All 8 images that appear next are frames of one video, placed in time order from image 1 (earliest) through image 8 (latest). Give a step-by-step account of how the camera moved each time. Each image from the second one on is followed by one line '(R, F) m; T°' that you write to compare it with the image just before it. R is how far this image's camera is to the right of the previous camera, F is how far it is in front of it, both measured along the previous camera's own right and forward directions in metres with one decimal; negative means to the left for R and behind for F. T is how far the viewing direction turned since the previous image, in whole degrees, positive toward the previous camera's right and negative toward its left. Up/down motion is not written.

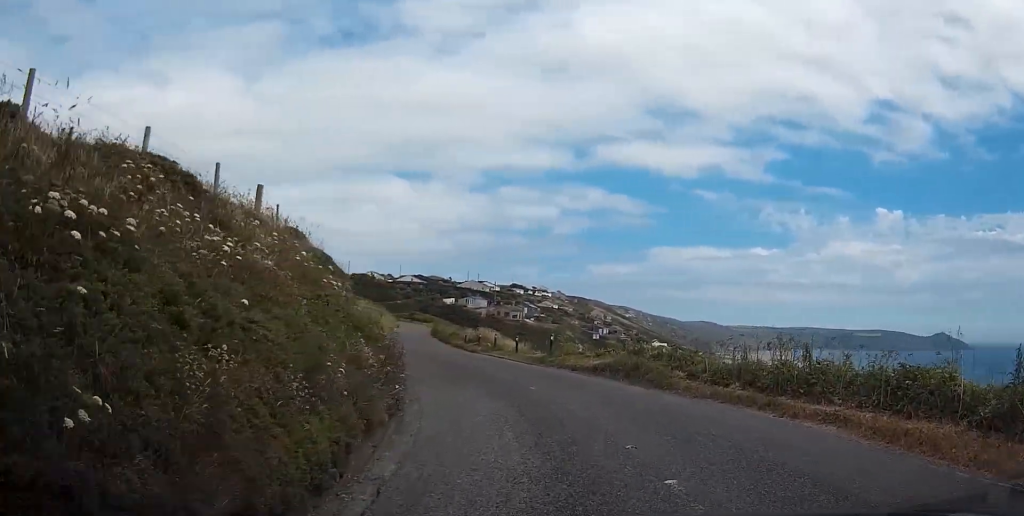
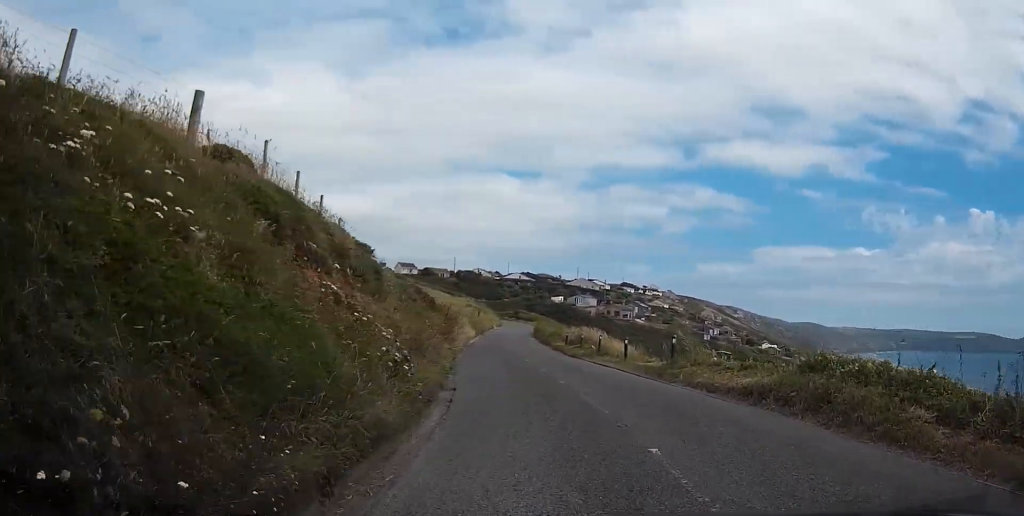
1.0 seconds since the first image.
(-0.4, +7.3) m; -7°
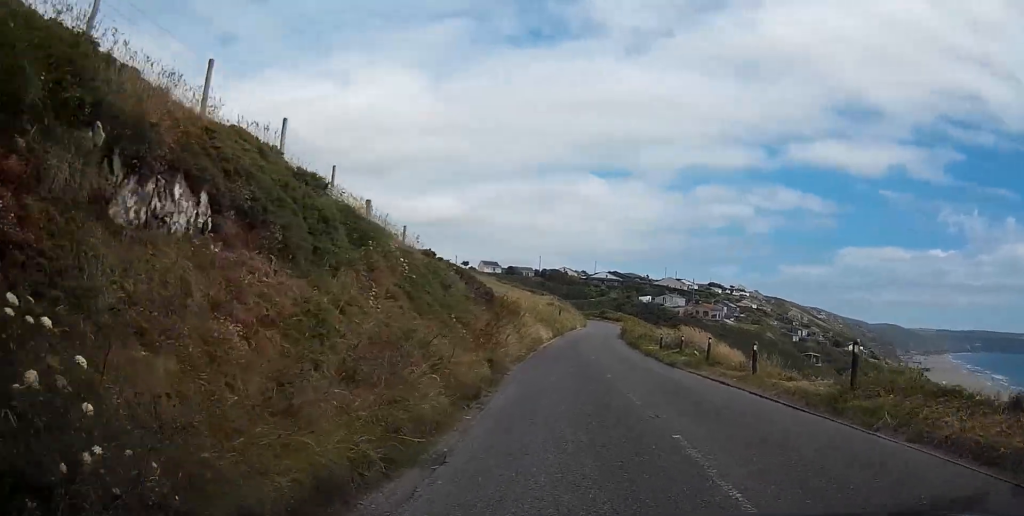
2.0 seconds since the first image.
(-0.4, +7.7) m; -5°
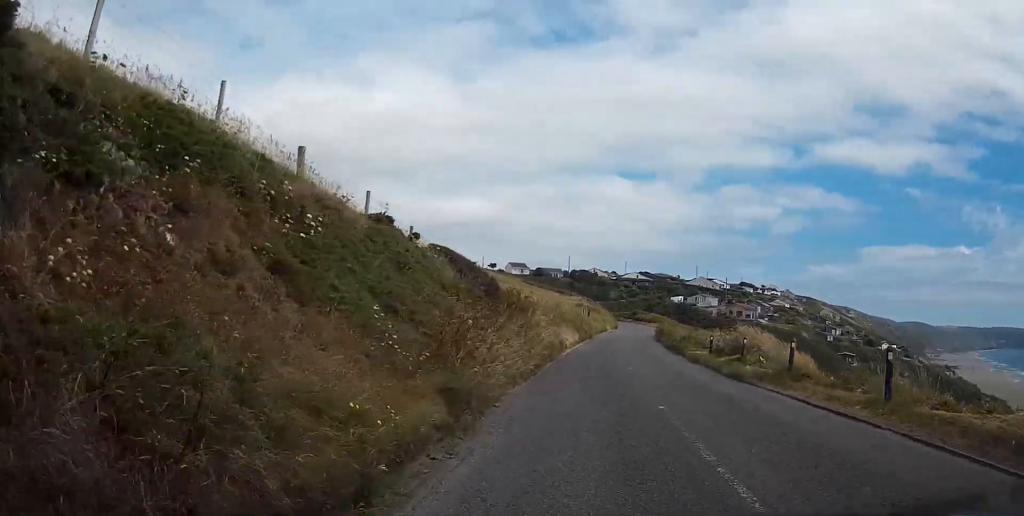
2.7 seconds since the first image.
(-0.2, +6.2) m; -2°
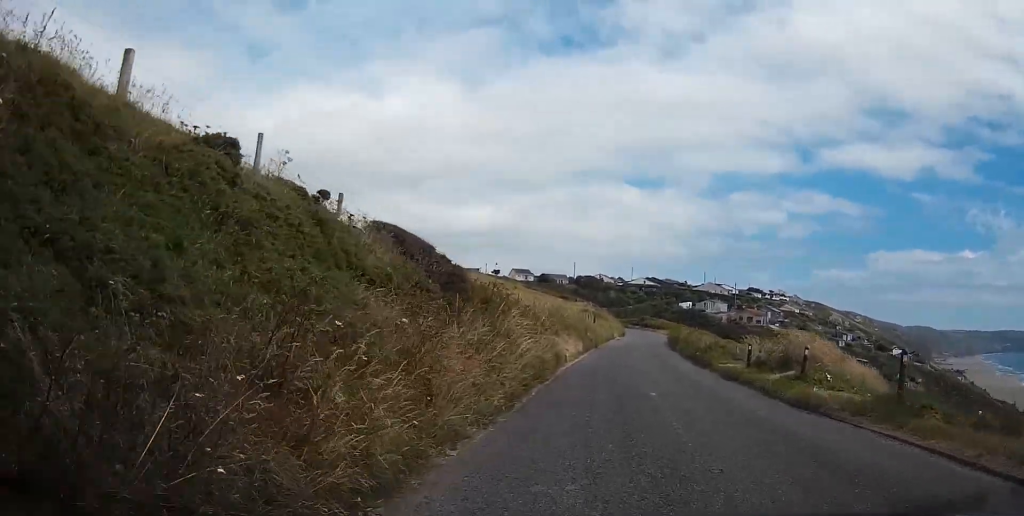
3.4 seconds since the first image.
(-0.1, +5.9) m; 0°
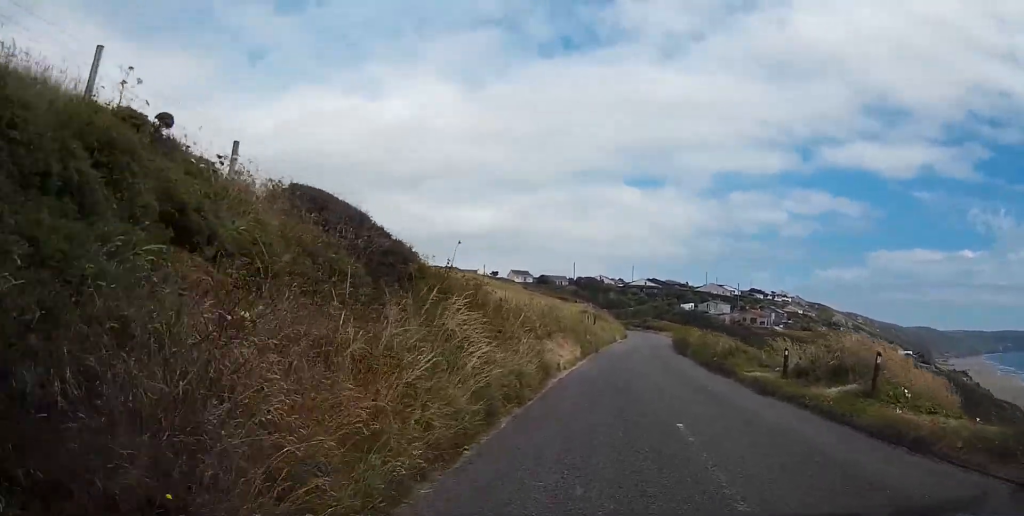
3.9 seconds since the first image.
(-0.1, +4.2) m; 0°
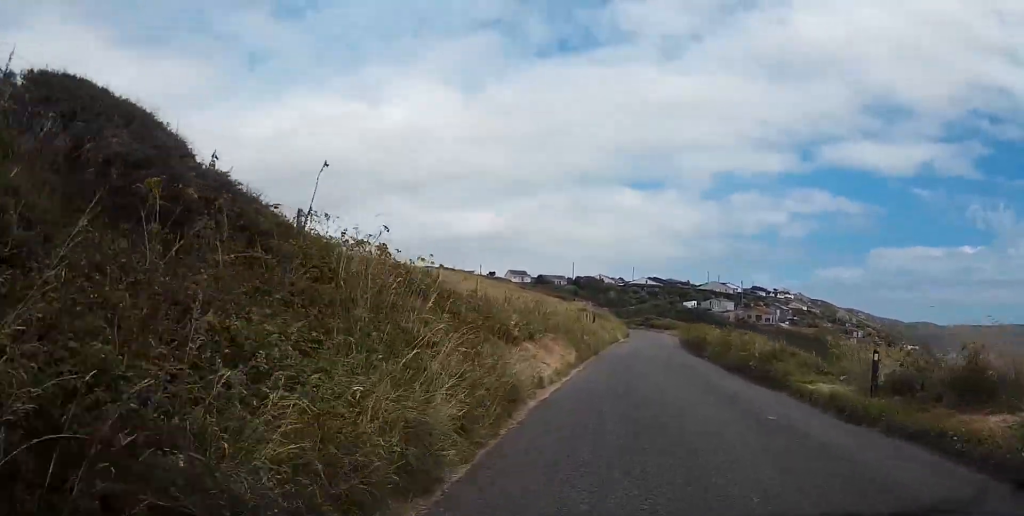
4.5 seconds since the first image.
(+0.1, +6.1) m; 0°
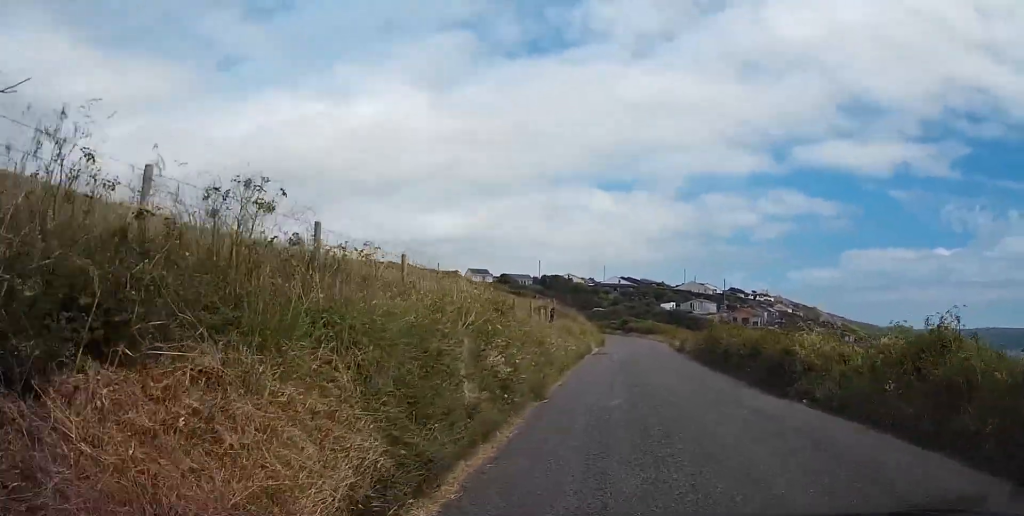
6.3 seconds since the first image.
(-0.5, +18.2) m; -2°
